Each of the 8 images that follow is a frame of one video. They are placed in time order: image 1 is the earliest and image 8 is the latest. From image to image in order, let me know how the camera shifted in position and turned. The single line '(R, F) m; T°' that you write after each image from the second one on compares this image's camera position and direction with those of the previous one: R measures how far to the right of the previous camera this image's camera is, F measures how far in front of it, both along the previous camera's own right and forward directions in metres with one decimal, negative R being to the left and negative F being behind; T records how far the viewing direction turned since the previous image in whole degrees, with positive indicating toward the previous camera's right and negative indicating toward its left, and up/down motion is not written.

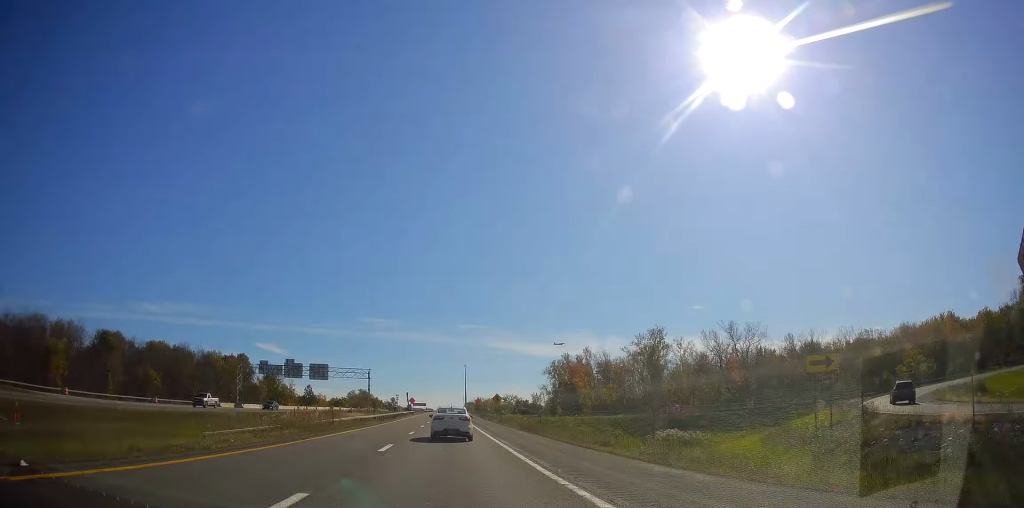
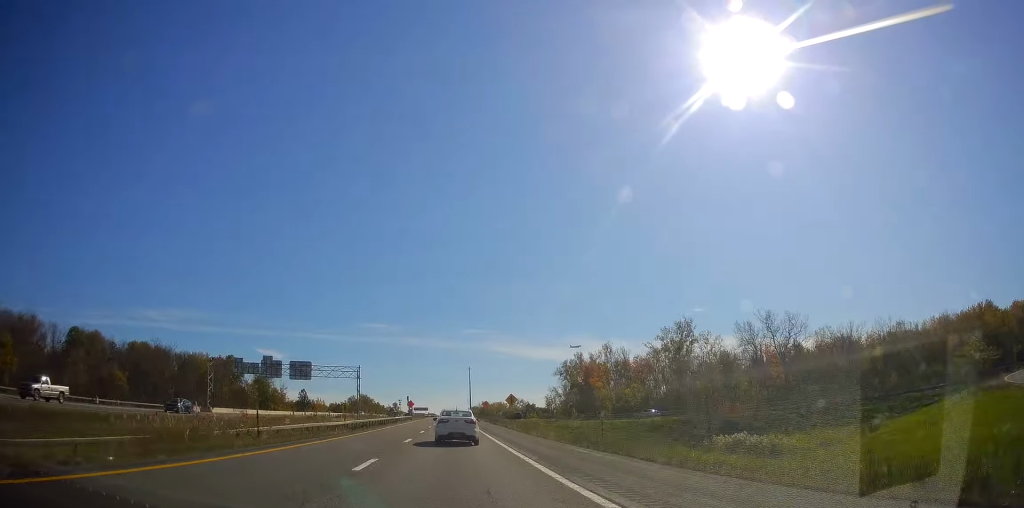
(0.0, +17.4) m; 0°
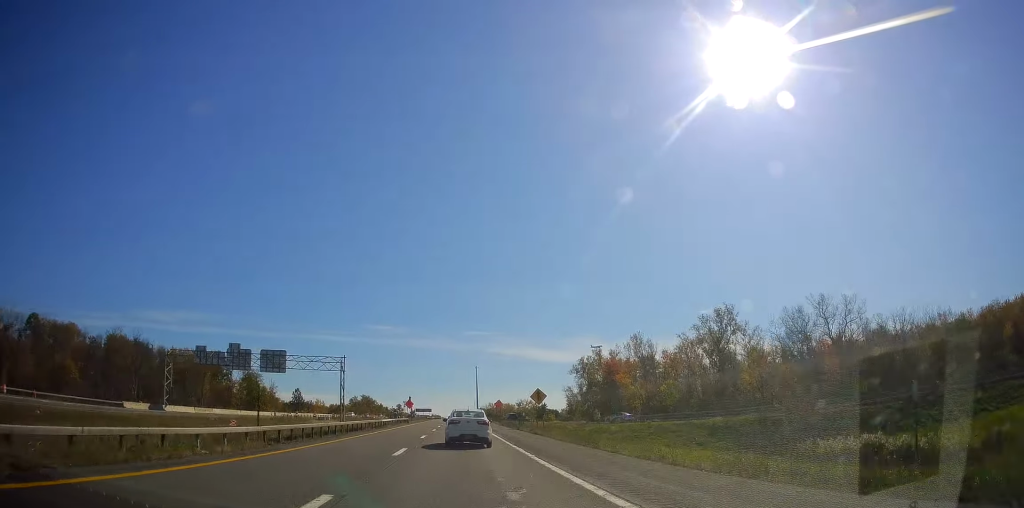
(0.0, +19.3) m; 0°
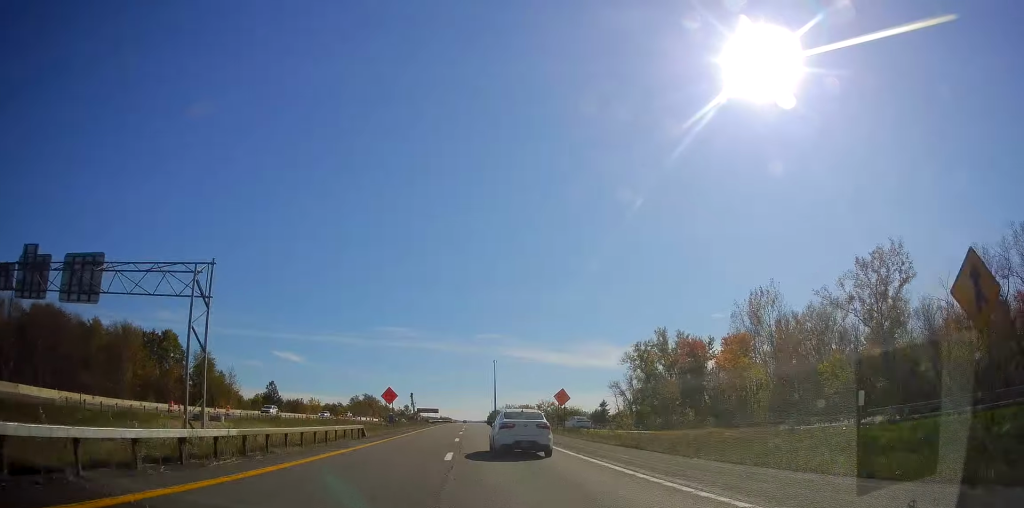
(-0.4, +50.0) m; -1°
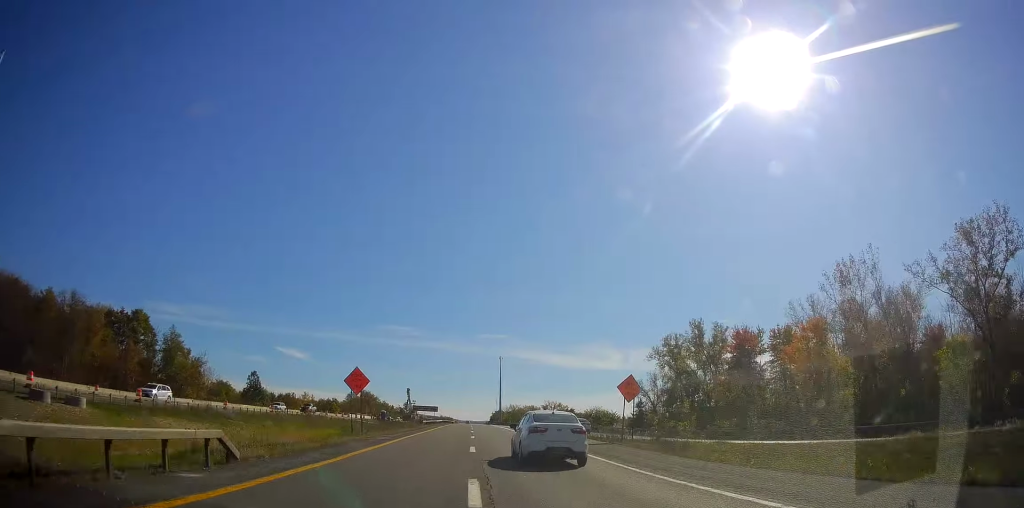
(-0.2, +20.1) m; 0°
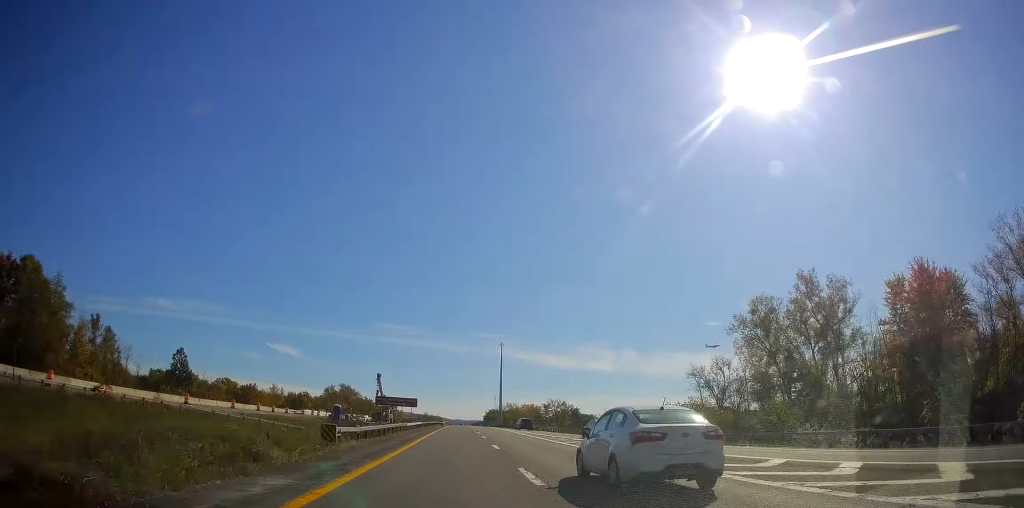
(+0.5, +45.8) m; +1°
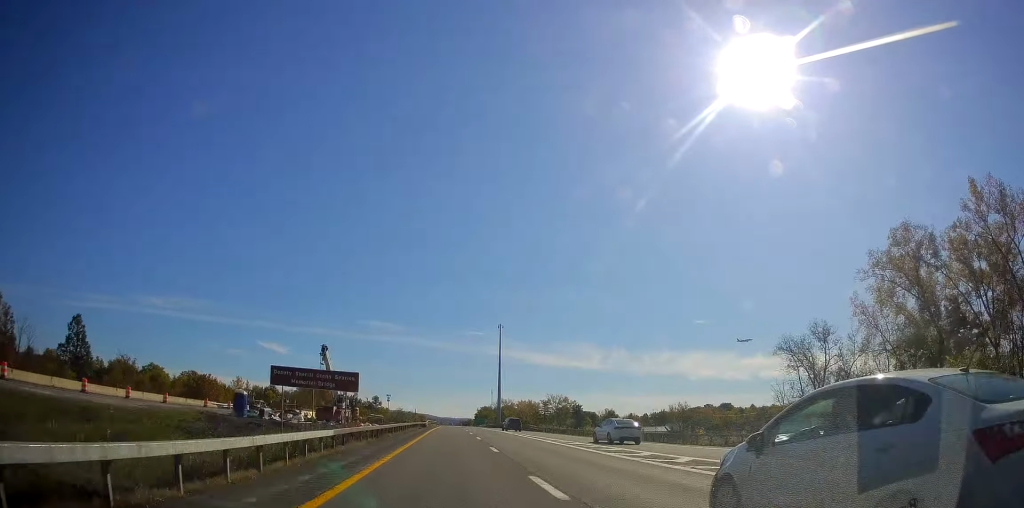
(-0.3, +38.1) m; 0°
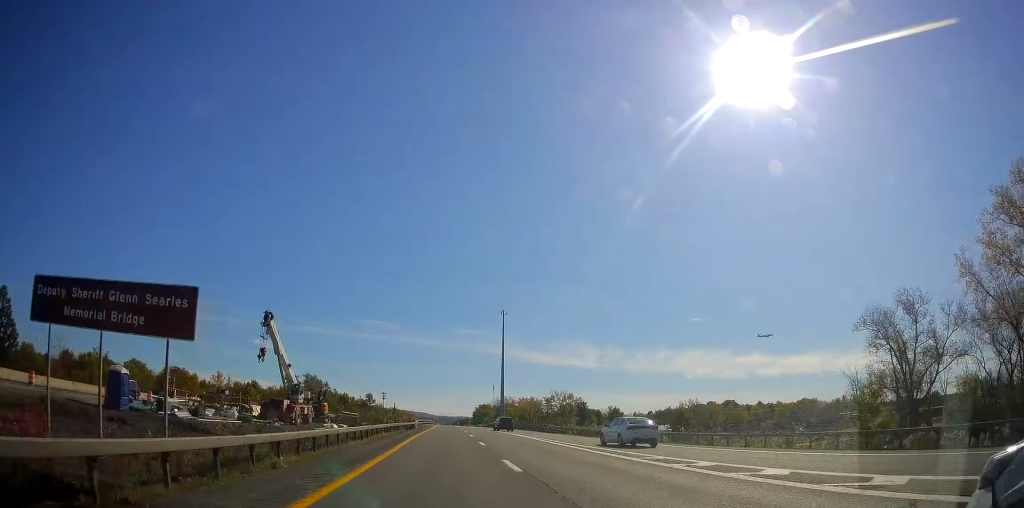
(+0.3, +20.1) m; +1°
